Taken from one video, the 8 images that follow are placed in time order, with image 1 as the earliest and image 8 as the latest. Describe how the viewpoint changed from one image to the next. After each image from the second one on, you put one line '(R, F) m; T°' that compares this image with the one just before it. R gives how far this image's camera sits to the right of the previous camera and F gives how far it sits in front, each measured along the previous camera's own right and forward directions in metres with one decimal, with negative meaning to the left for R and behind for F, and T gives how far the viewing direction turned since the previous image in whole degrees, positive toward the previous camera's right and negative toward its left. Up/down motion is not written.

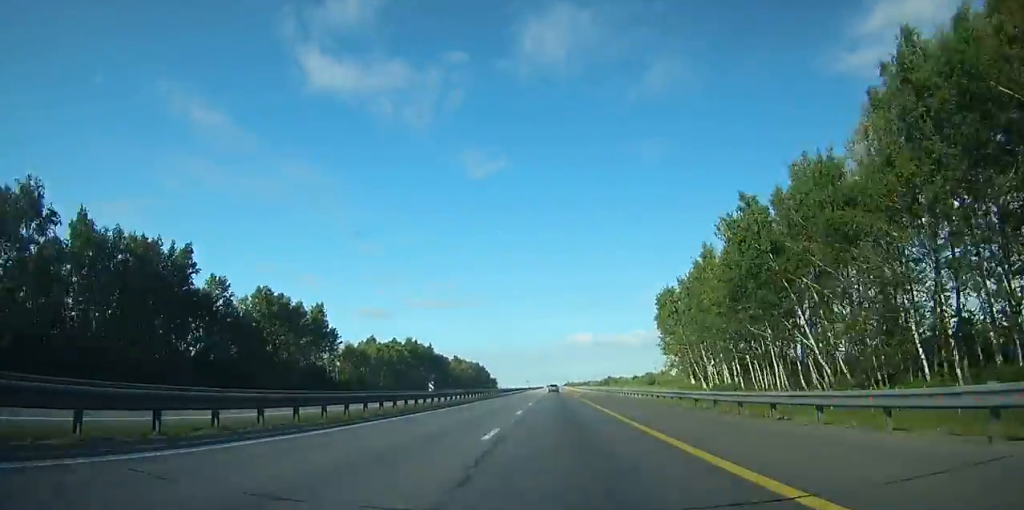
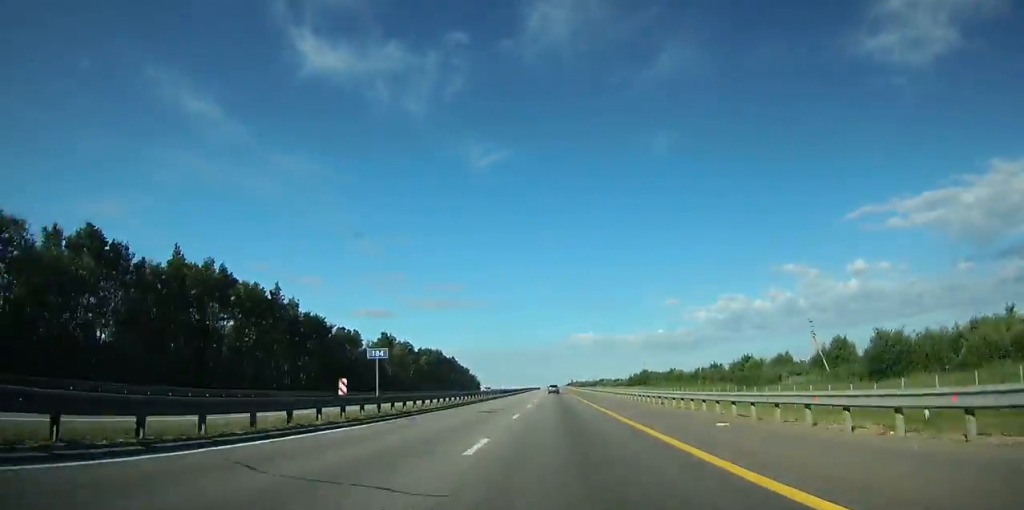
(0.0, +125.0) m; 0°
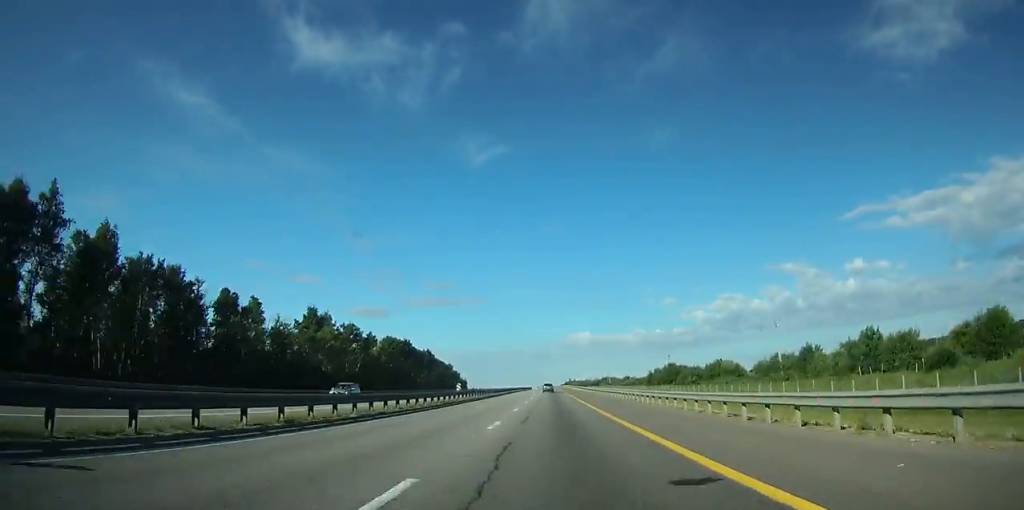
(0.0, +48.1) m; 0°
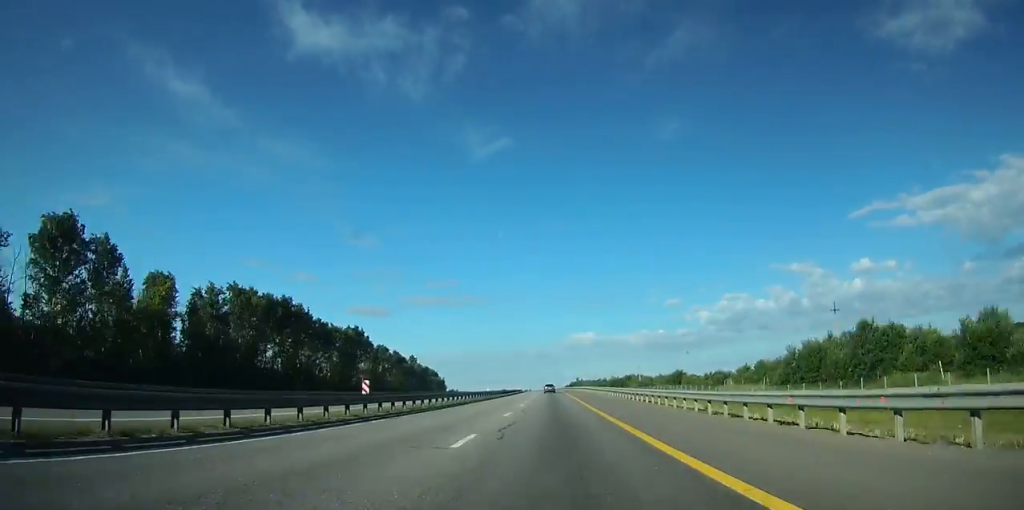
(-0.2, +97.3) m; -1°
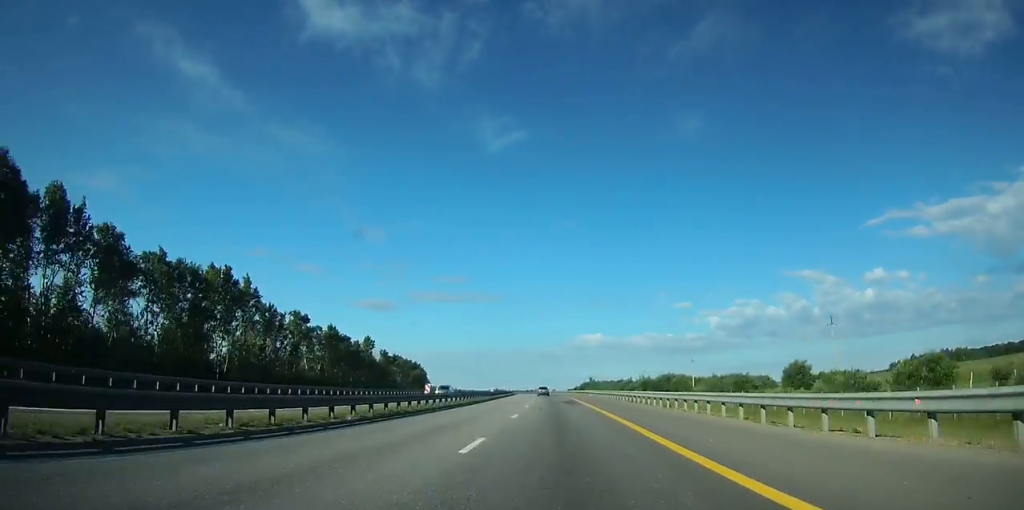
(-0.3, +70.1) m; -1°
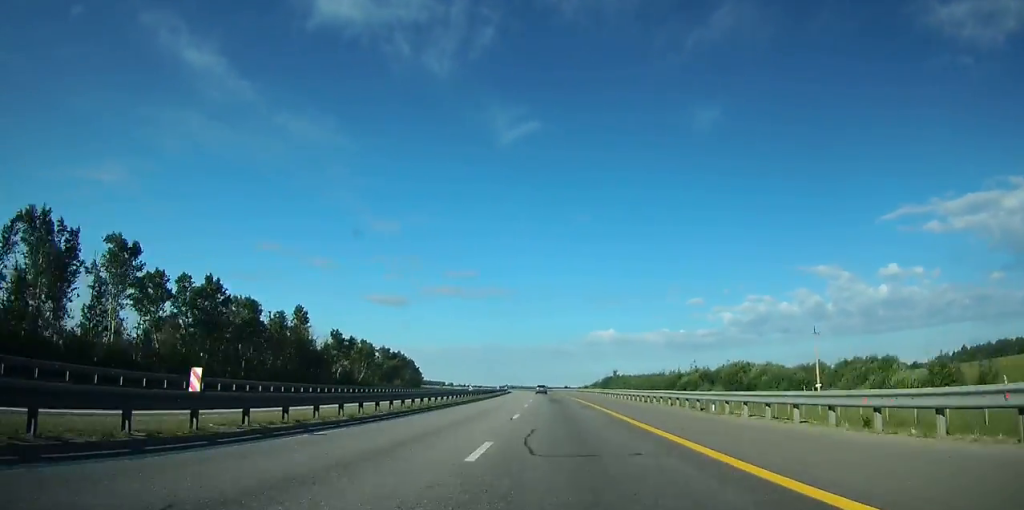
(-0.2, +61.7) m; -1°
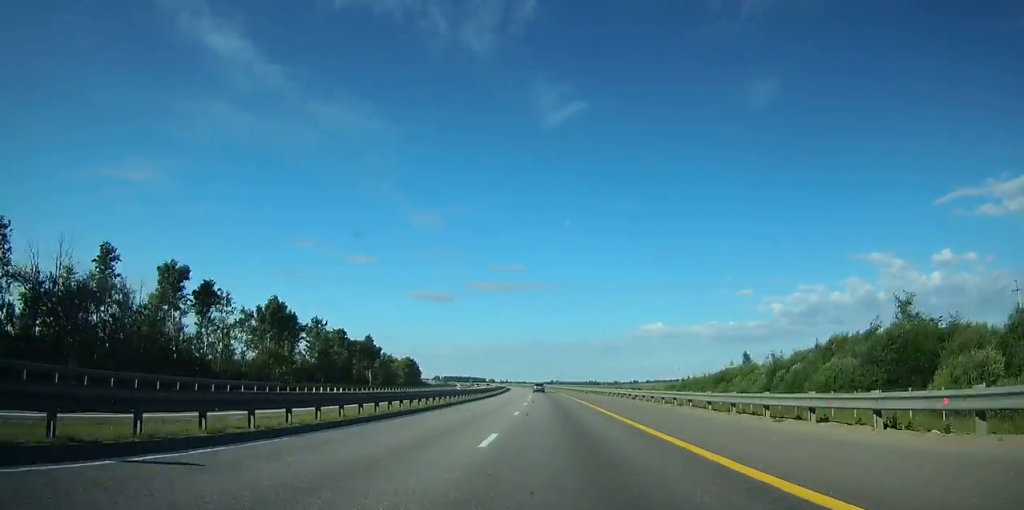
(-6.5, +171.0) m; -5°
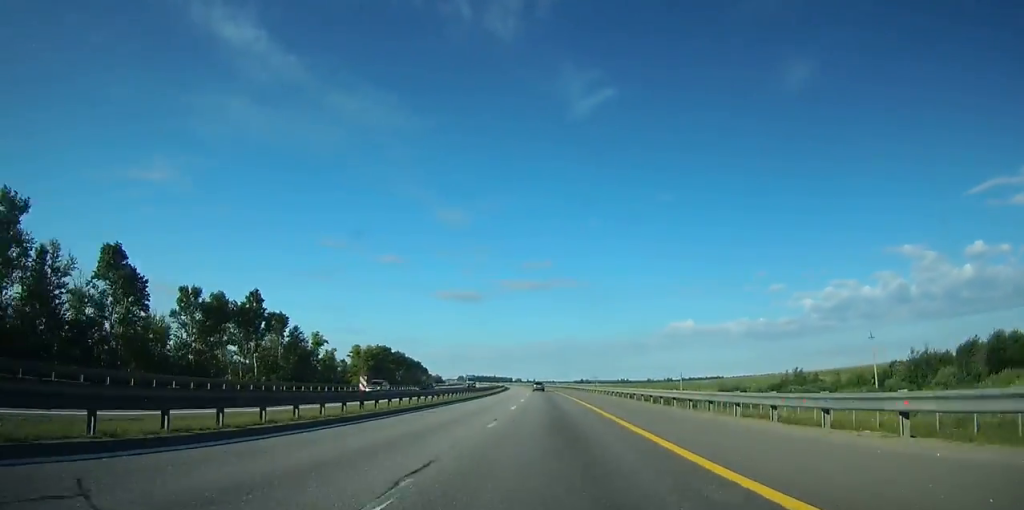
(-2.7, +107.4) m; -3°
